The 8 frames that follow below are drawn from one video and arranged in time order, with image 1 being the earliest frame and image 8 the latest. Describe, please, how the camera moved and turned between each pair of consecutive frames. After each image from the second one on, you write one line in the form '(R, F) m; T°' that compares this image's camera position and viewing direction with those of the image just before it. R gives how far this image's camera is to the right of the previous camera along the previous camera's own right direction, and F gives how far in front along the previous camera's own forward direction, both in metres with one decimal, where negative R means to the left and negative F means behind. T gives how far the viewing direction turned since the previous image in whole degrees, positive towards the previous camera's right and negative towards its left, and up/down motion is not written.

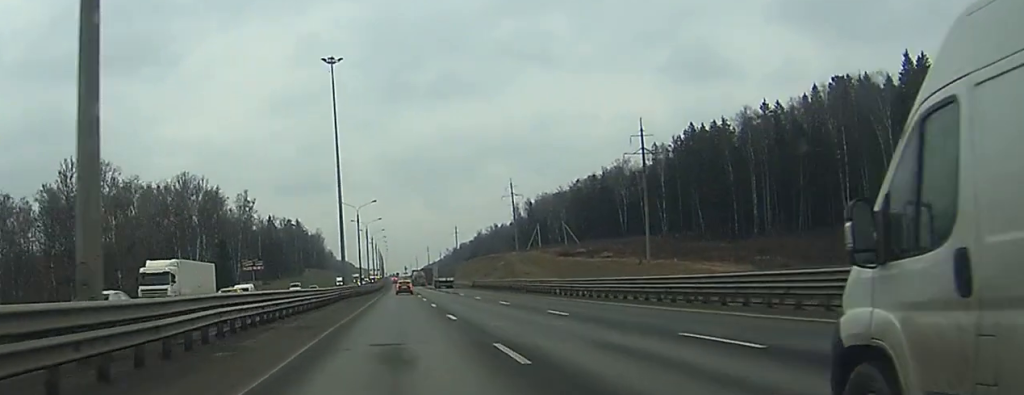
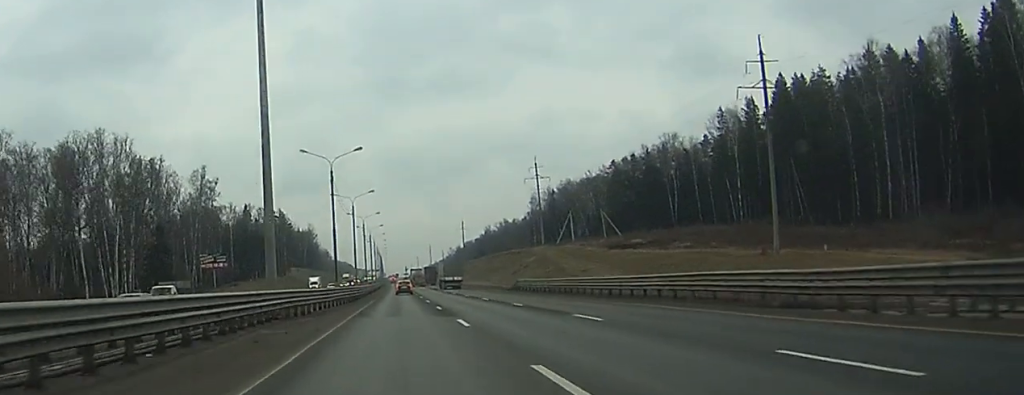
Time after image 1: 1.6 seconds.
(-0.1, +52.4) m; 0°
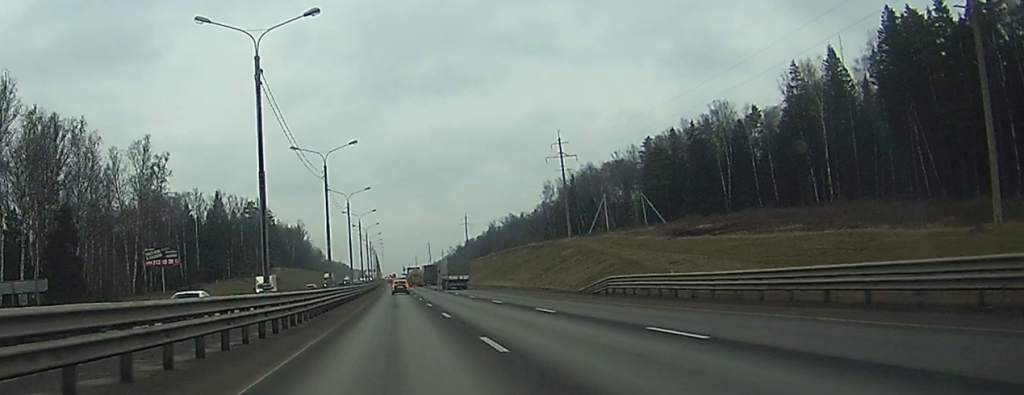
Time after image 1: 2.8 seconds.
(+0.1, +40.9) m; 0°
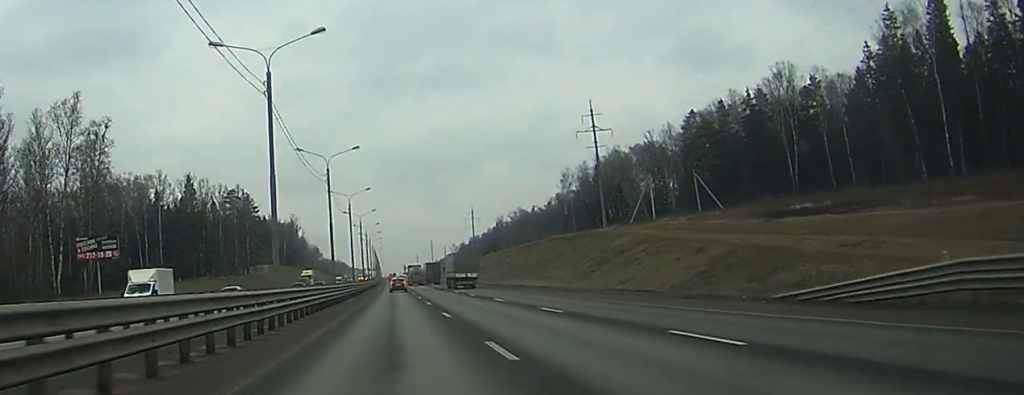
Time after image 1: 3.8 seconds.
(0.0, +34.0) m; 0°
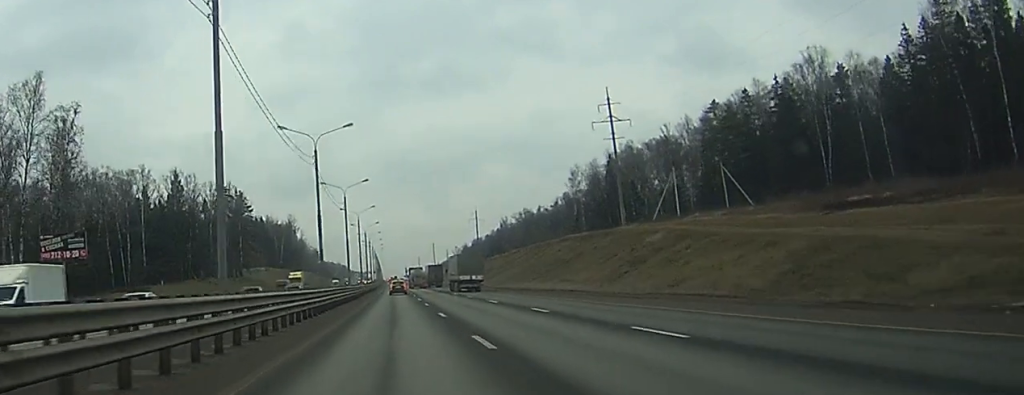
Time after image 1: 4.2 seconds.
(0.0, +13.2) m; 0°
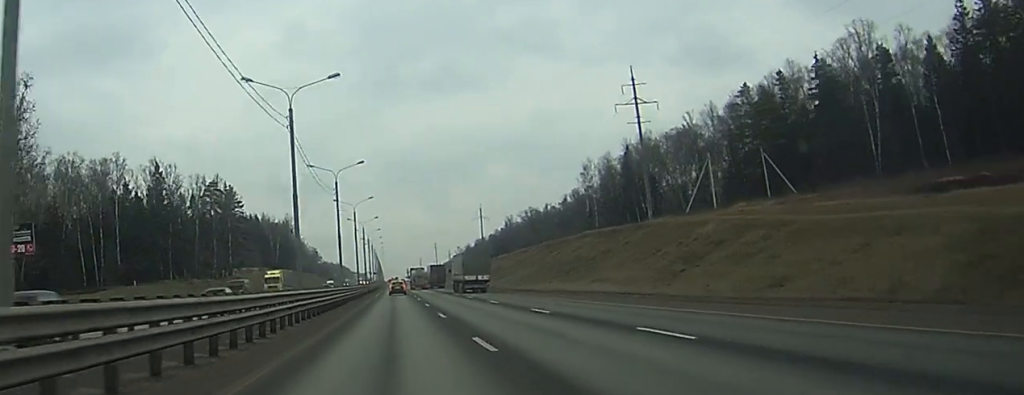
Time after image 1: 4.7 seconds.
(0.0, +16.4) m; 0°
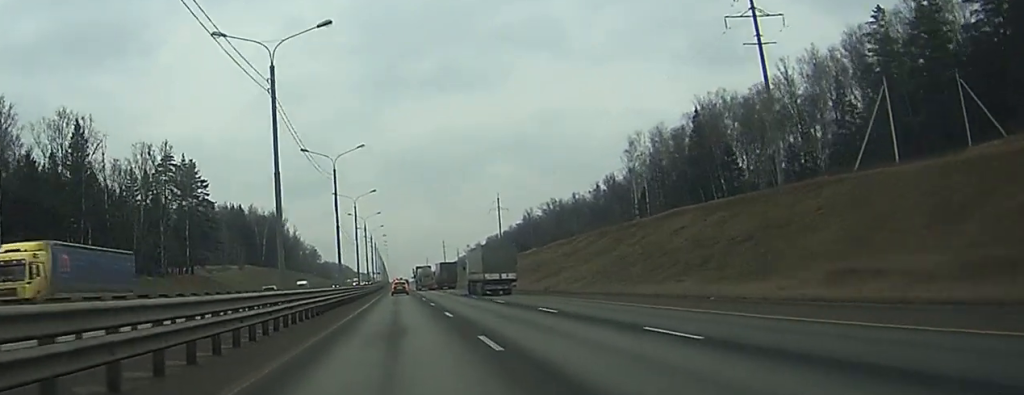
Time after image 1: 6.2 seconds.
(-0.1, +48.1) m; 0°
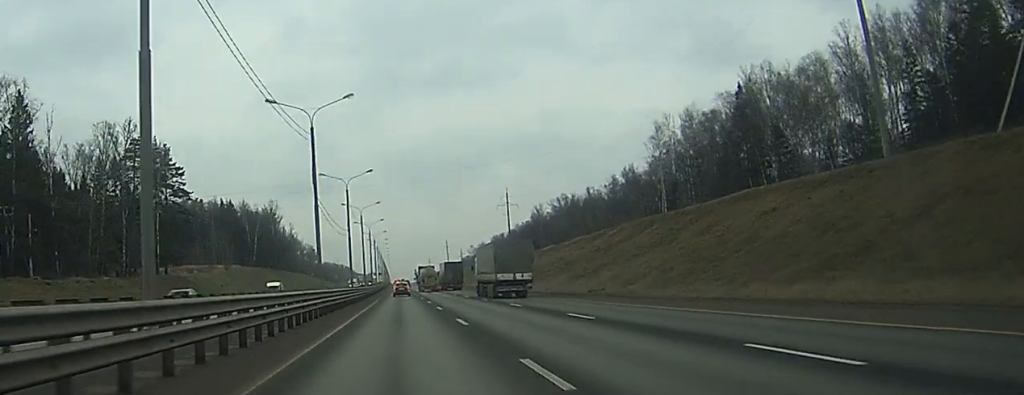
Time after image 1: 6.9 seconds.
(0.0, +21.9) m; 0°
